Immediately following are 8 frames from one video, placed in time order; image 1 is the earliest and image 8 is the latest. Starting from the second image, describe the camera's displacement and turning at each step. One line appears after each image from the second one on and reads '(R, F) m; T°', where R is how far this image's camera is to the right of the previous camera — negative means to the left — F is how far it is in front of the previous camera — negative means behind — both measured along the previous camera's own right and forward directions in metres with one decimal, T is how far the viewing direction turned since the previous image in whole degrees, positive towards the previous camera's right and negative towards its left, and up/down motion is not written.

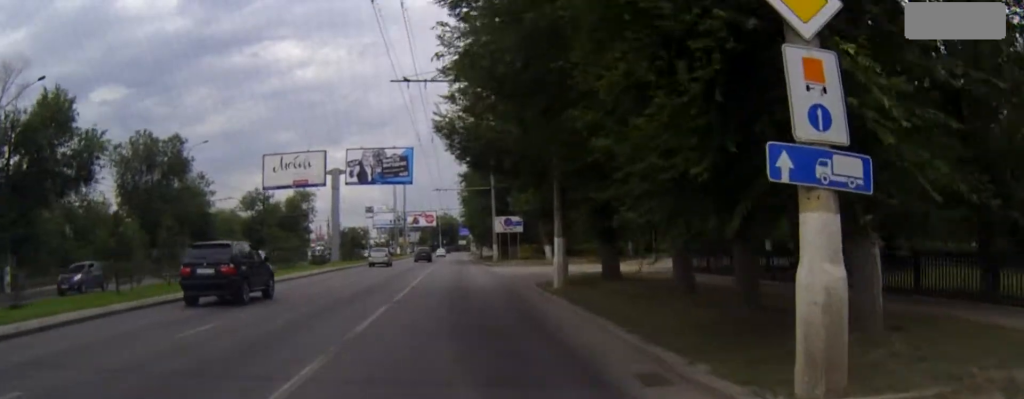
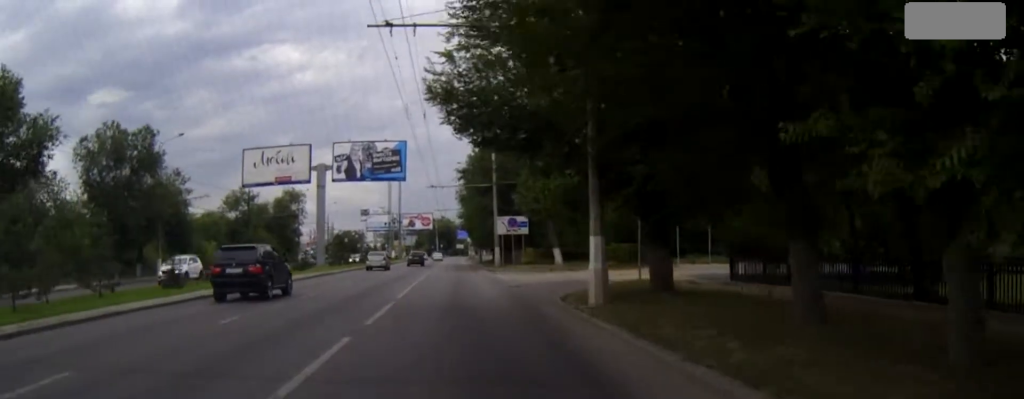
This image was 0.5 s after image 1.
(0.0, +6.2) m; 0°
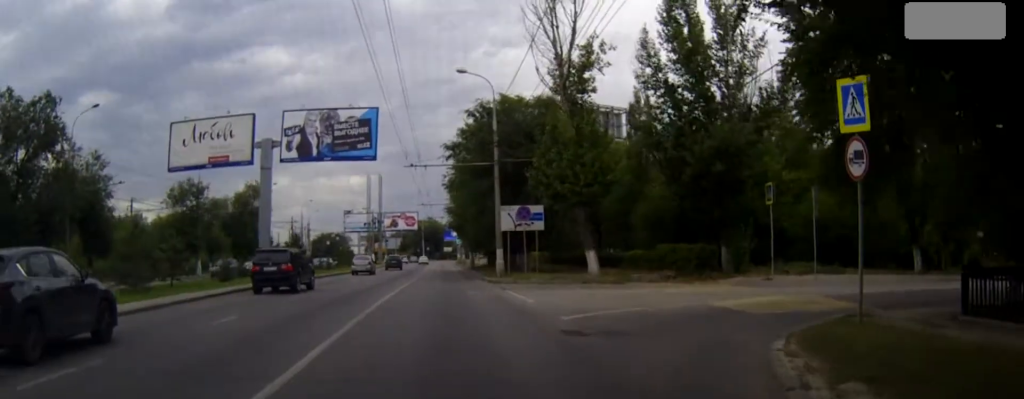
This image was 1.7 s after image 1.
(0.0, +15.1) m; +1°
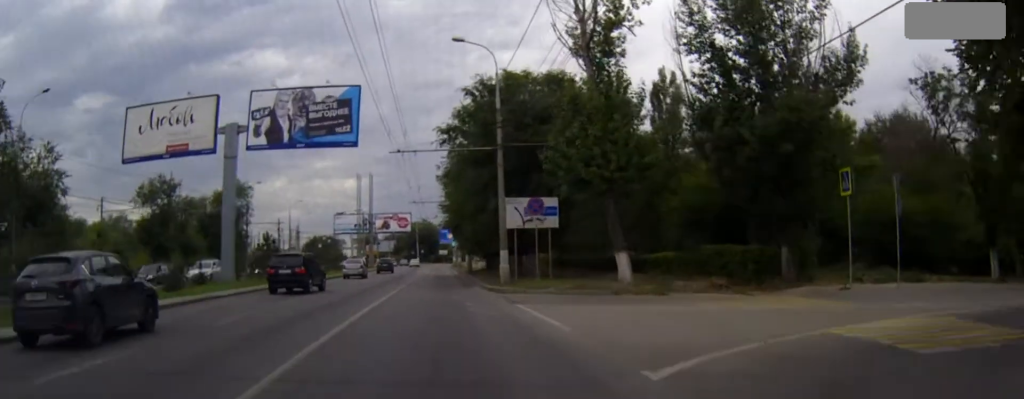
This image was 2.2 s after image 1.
(0.0, +6.8) m; 0°
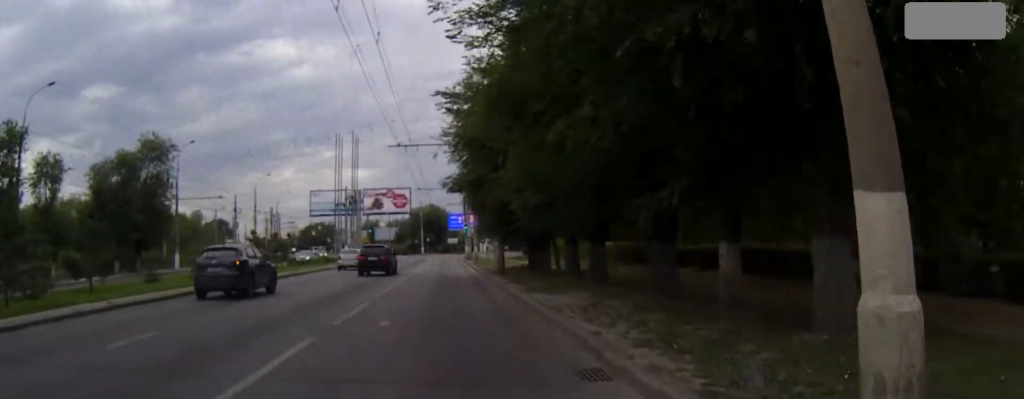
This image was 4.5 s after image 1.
(+0.2, +29.8) m; 0°
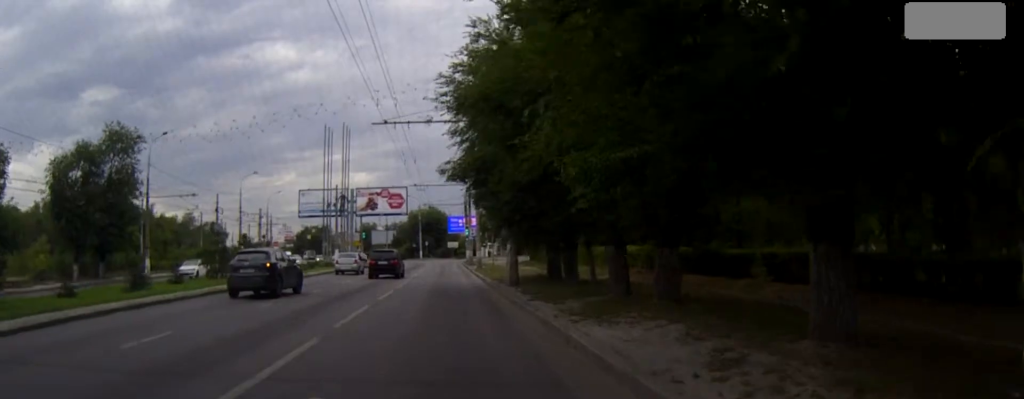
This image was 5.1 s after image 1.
(0.0, +7.5) m; 0°
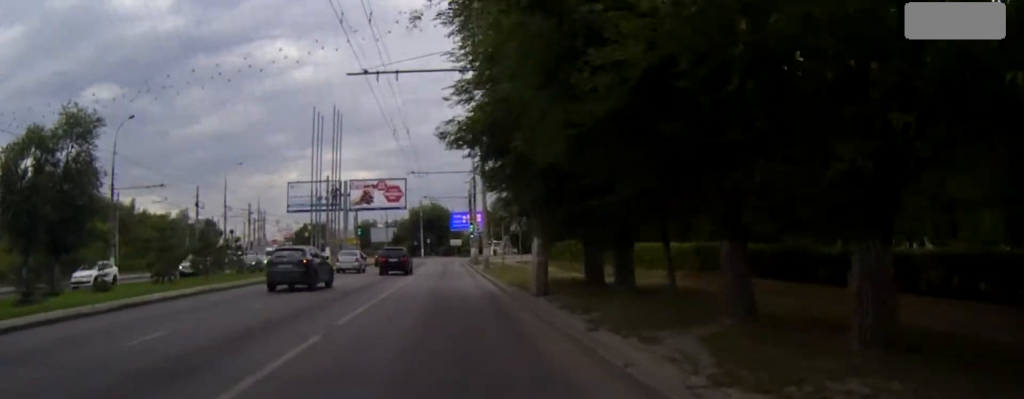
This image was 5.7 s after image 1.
(0.0, +7.9) m; 0°
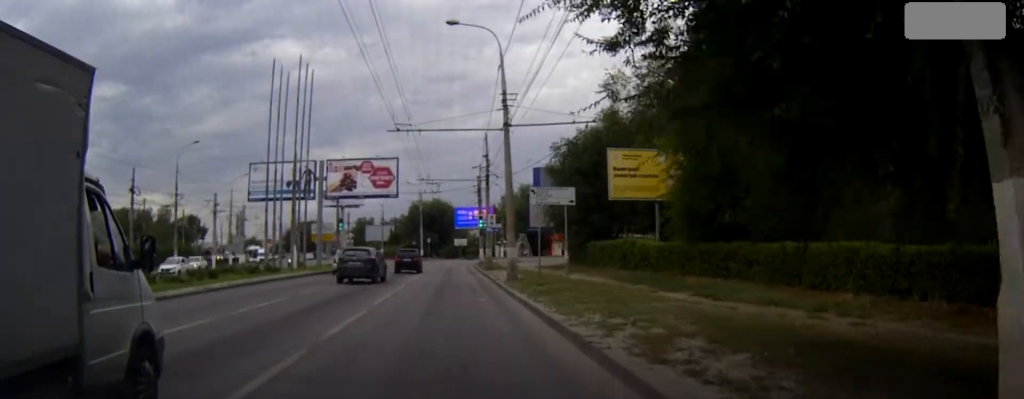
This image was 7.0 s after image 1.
(-0.1, +17.8) m; 0°
